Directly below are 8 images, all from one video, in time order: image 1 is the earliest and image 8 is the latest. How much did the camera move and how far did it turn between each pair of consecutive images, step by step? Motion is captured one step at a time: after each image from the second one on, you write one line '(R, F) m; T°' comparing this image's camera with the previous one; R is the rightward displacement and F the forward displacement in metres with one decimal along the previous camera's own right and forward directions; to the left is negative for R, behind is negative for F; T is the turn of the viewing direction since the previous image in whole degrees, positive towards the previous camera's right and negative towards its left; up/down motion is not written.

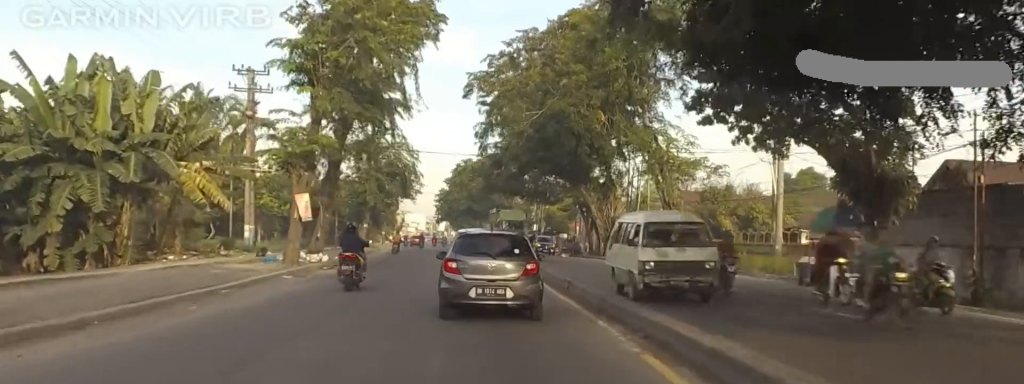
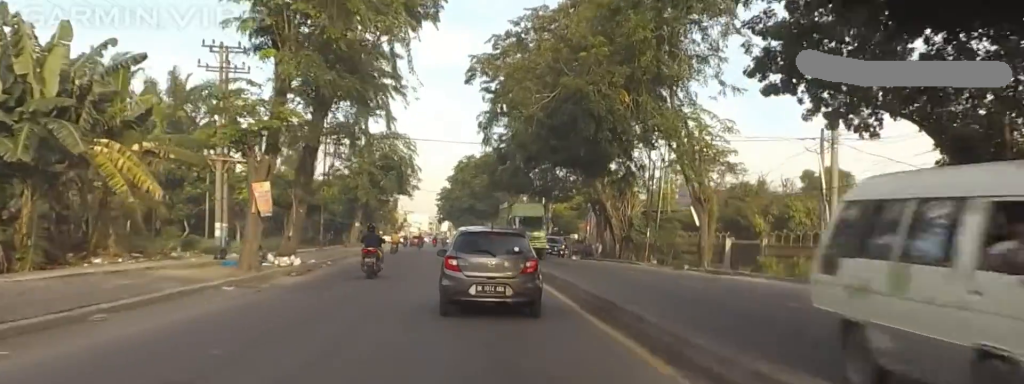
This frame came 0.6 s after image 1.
(0.0, +6.6) m; 0°
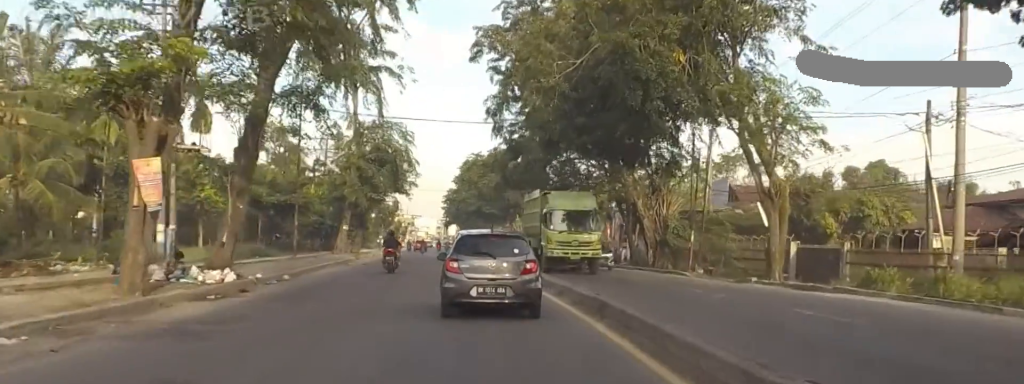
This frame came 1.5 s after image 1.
(0.0, +9.5) m; 0°
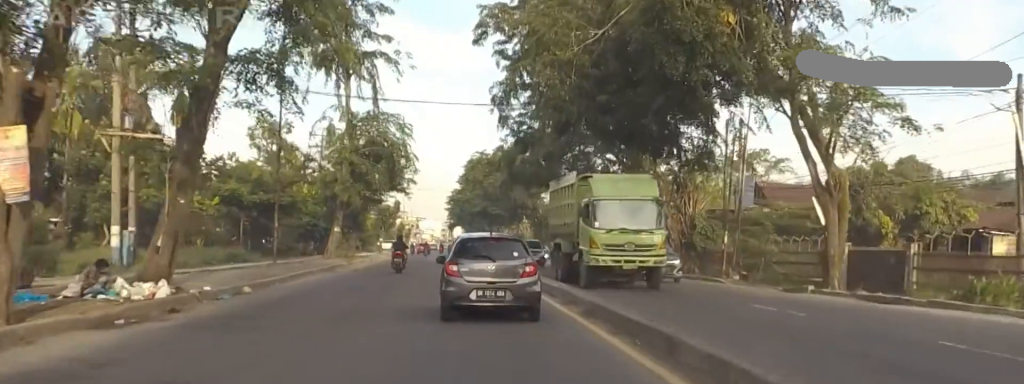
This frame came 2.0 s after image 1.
(0.0, +5.3) m; 0°
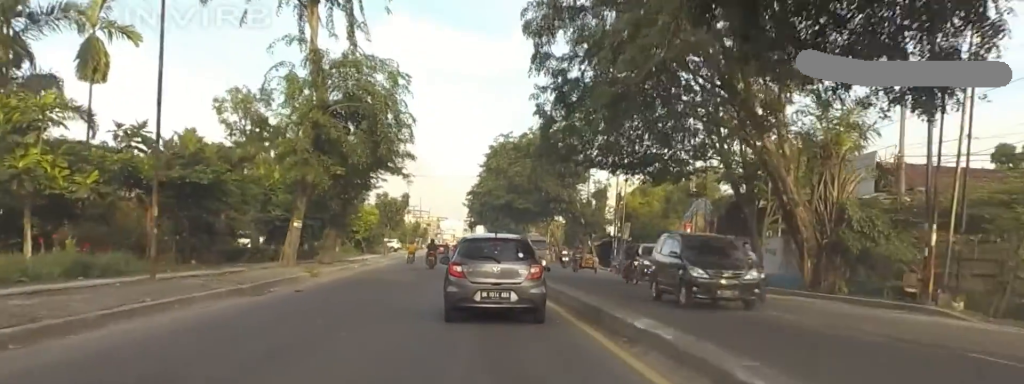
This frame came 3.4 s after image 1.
(0.0, +16.2) m; 0°
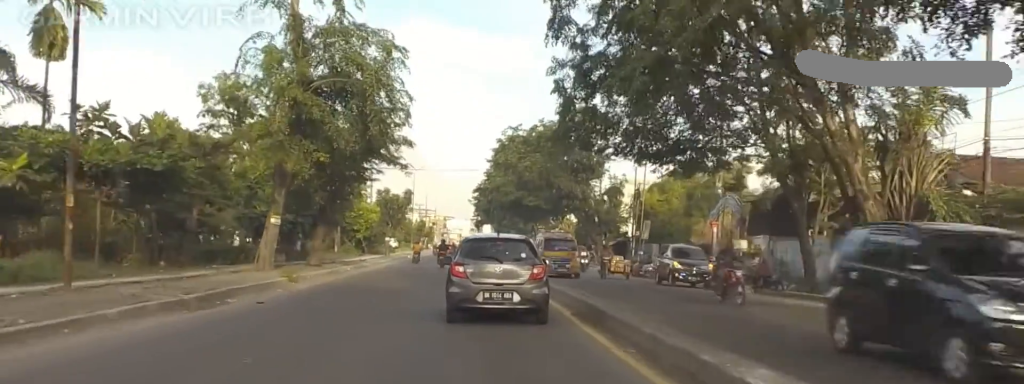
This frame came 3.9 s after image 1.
(0.0, +4.9) m; -2°
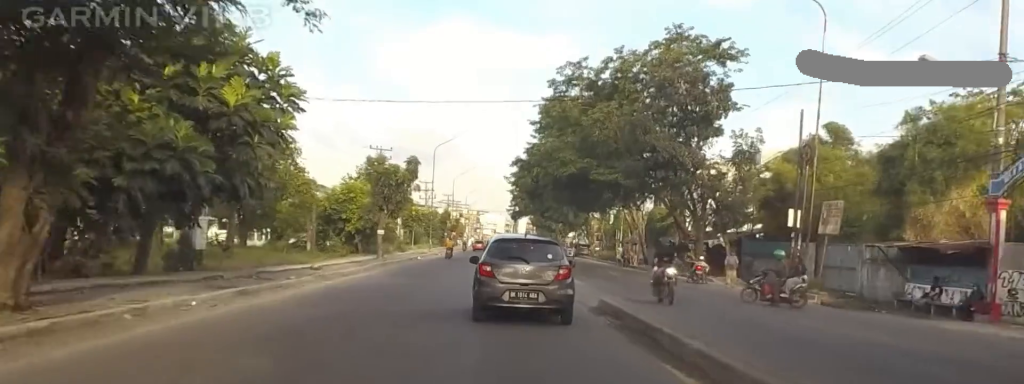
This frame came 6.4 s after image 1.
(-1.7, +27.6) m; +1°
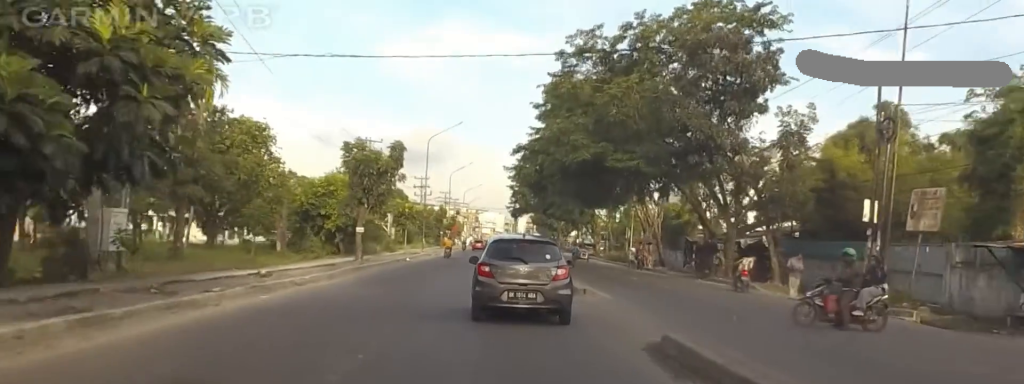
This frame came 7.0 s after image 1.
(+0.2, +7.6) m; +2°
